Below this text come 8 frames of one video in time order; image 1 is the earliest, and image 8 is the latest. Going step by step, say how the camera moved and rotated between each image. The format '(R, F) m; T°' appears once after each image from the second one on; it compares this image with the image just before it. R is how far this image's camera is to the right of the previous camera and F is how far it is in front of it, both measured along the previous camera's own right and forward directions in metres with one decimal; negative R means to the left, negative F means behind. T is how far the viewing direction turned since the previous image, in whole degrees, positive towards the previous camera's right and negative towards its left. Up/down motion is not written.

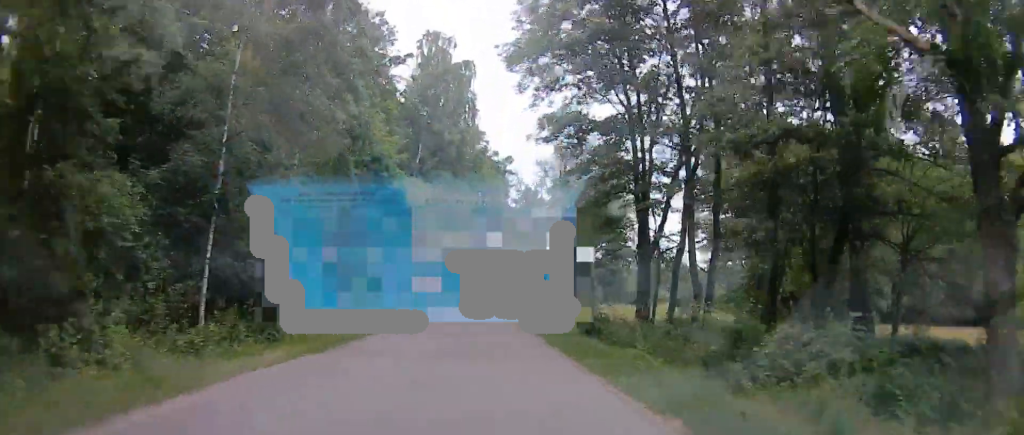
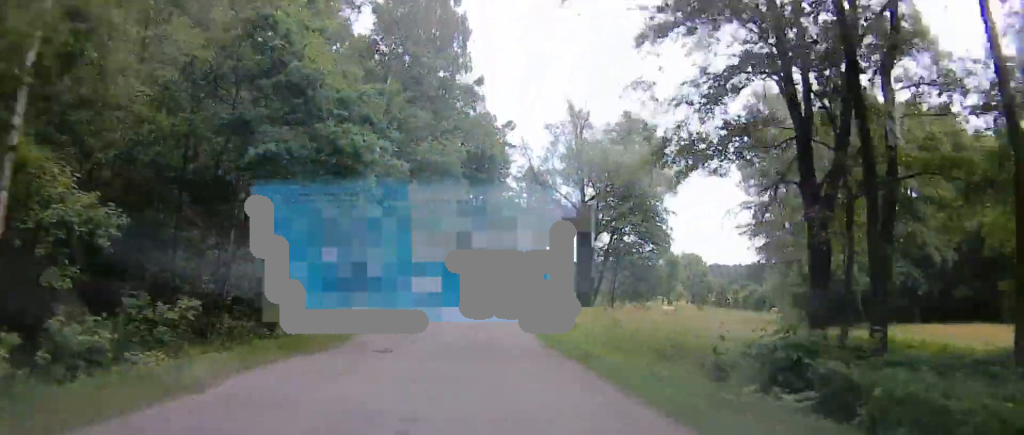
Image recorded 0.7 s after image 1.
(-4.3, +14.0) m; -5°
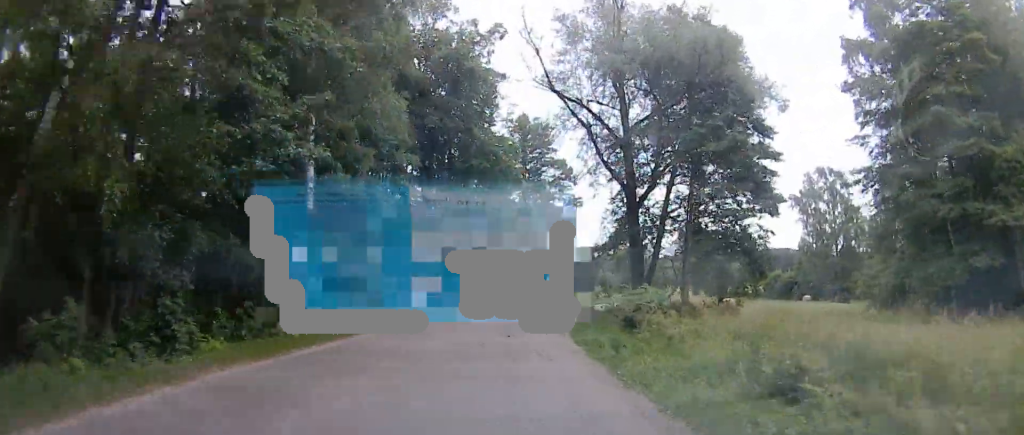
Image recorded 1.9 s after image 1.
(+1.0, +15.8) m; -3°
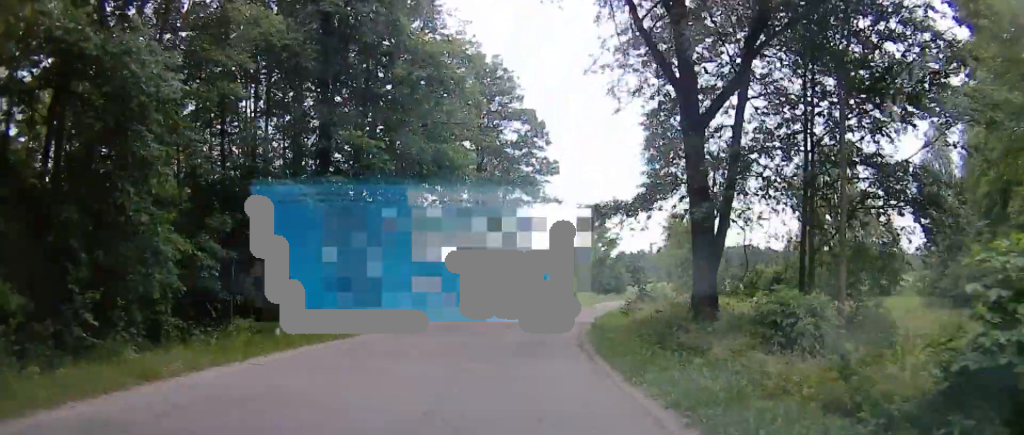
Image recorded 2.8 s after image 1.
(-2.5, +14.4) m; -10°
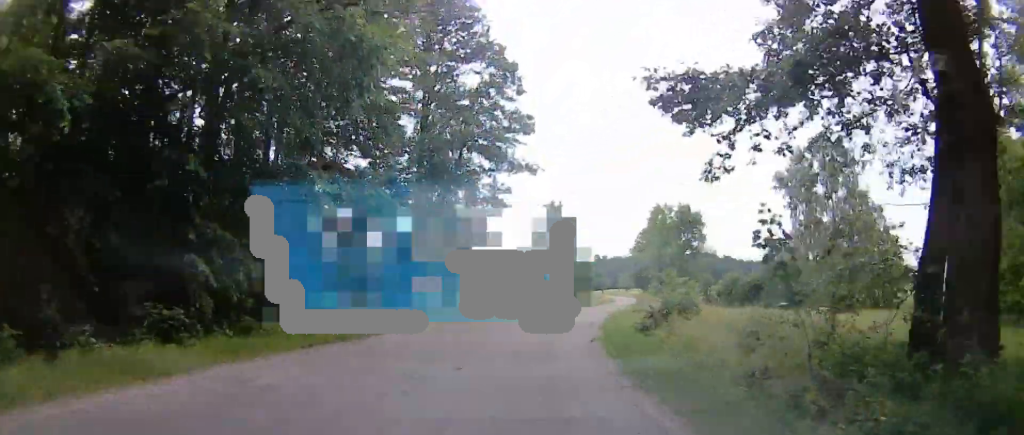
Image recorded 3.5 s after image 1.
(-1.8, +15.9) m; -5°
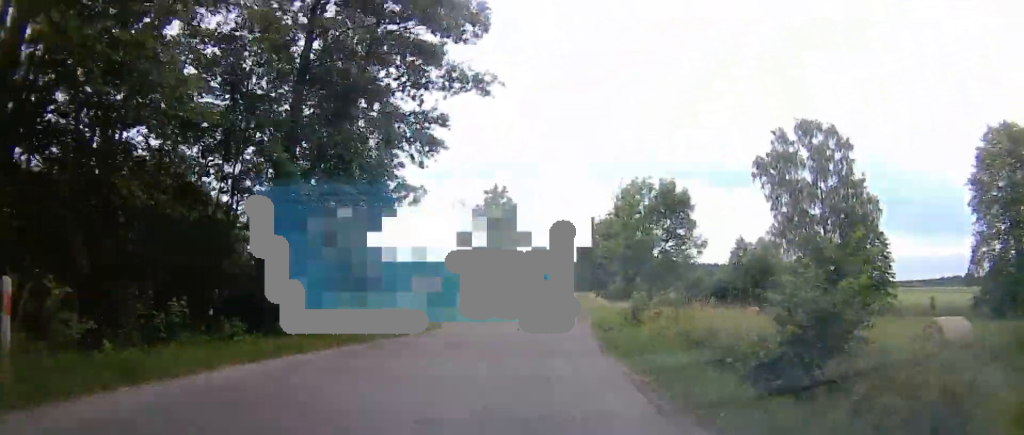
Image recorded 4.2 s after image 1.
(+0.5, +18.6) m; +3°
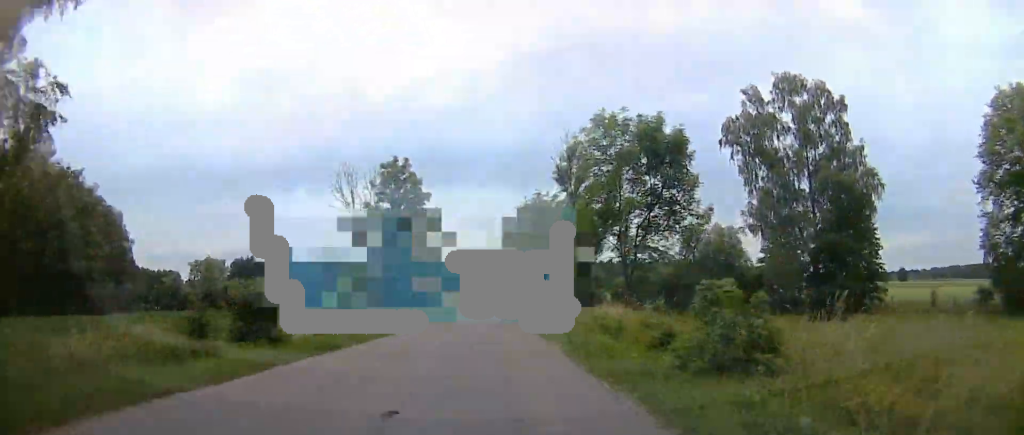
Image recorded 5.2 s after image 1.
(+0.2, +20.6) m; +9°
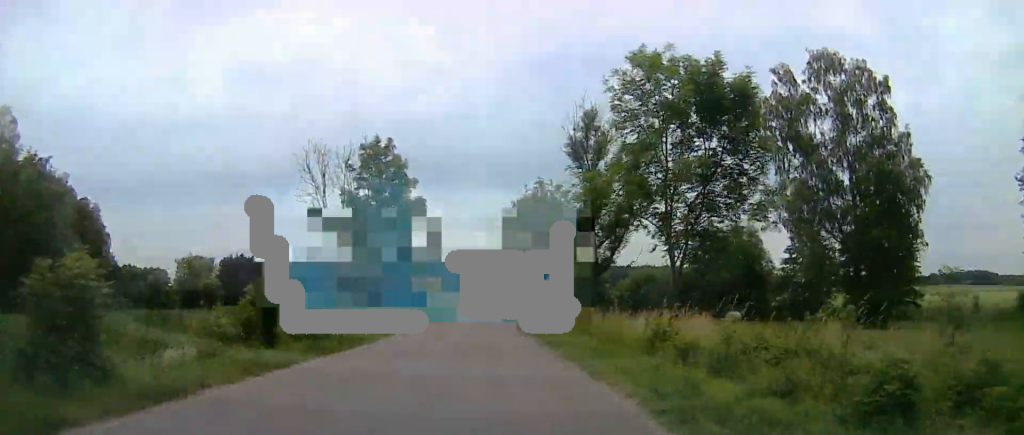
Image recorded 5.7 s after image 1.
(+1.4, +8.9) m; +5°
